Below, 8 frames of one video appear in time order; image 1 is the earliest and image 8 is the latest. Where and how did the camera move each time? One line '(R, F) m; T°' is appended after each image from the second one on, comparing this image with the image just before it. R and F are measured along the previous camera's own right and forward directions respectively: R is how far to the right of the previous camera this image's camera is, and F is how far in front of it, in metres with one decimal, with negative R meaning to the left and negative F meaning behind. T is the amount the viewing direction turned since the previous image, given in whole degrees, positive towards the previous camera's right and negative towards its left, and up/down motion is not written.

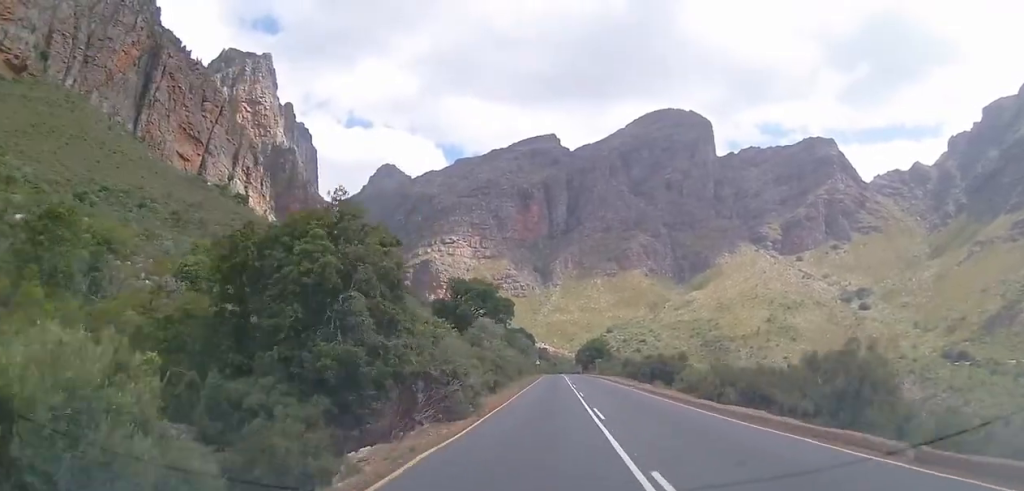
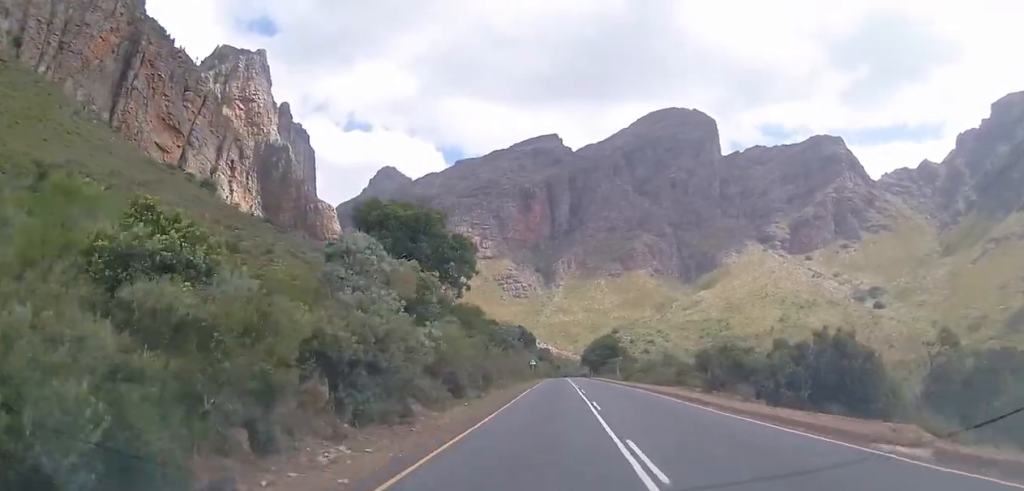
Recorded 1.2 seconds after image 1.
(0.0, +34.8) m; -1°
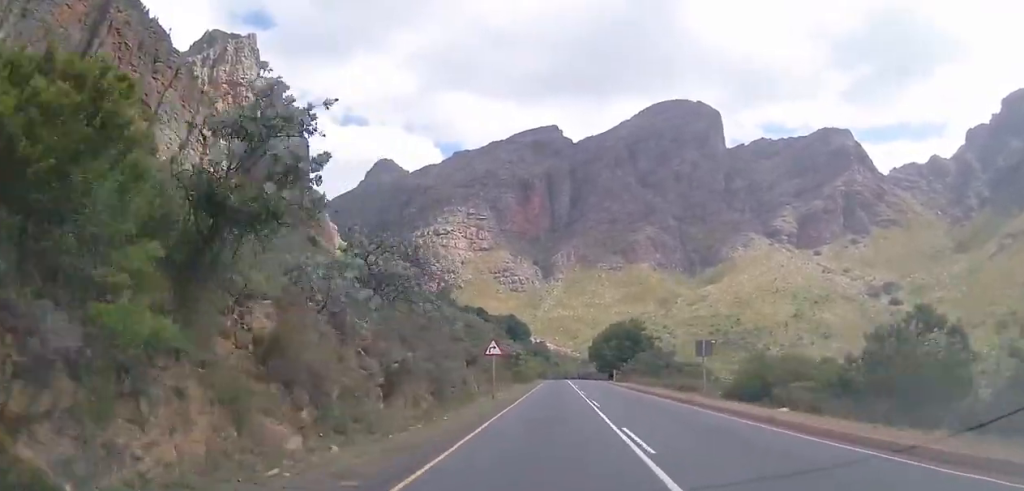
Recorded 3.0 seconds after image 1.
(-0.2, +48.0) m; +1°
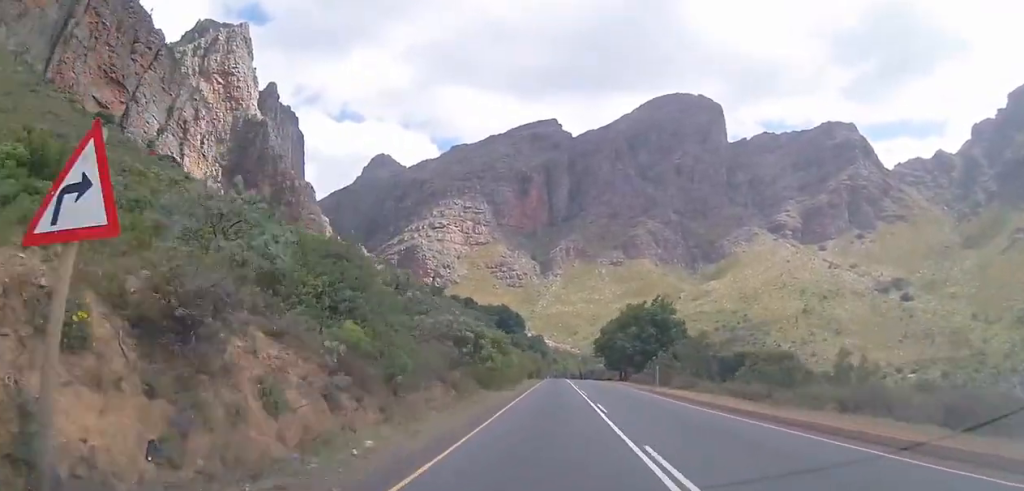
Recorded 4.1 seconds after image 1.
(+0.1, +28.9) m; 0°
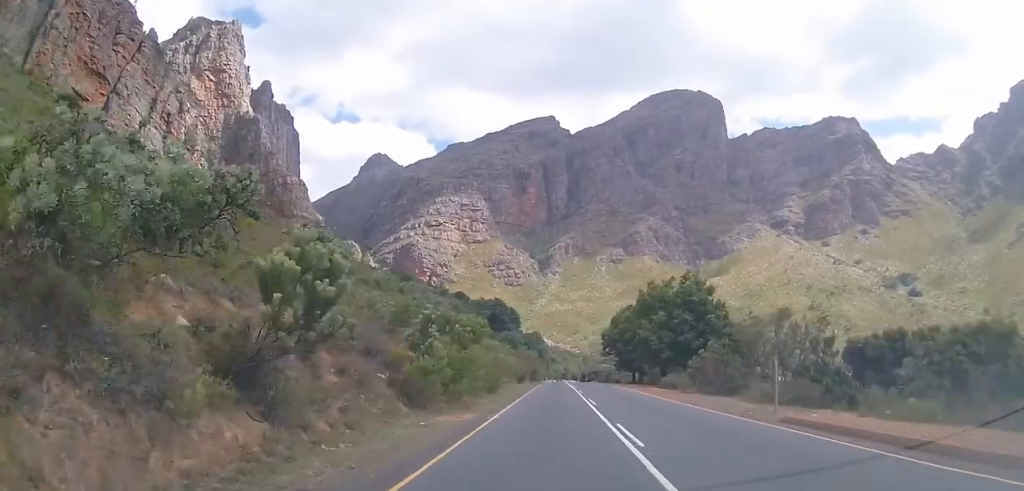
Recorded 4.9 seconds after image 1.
(0.0, +20.6) m; -1°
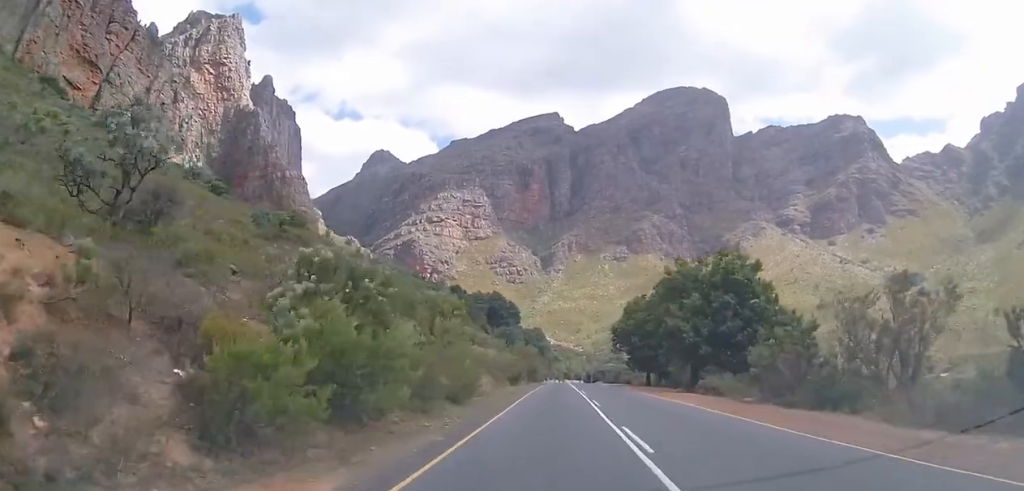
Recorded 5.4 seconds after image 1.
(0.0, +13.6) m; 0°
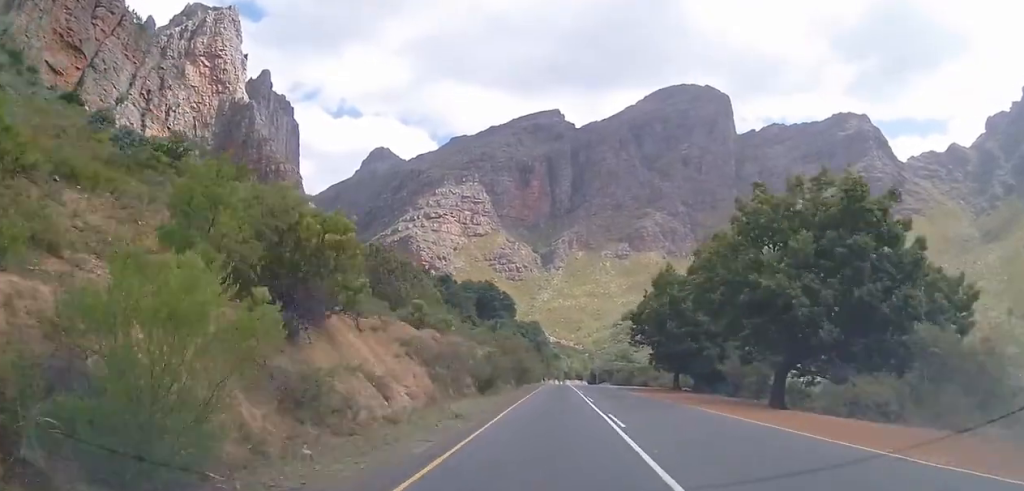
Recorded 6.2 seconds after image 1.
(-0.4, +20.0) m; 0°
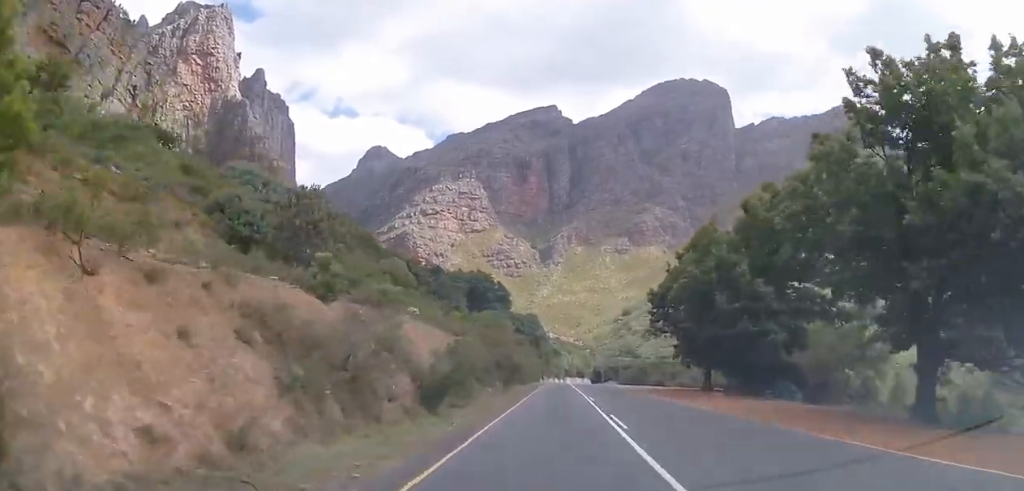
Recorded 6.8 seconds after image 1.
(+0.2, +13.1) m; +1°
